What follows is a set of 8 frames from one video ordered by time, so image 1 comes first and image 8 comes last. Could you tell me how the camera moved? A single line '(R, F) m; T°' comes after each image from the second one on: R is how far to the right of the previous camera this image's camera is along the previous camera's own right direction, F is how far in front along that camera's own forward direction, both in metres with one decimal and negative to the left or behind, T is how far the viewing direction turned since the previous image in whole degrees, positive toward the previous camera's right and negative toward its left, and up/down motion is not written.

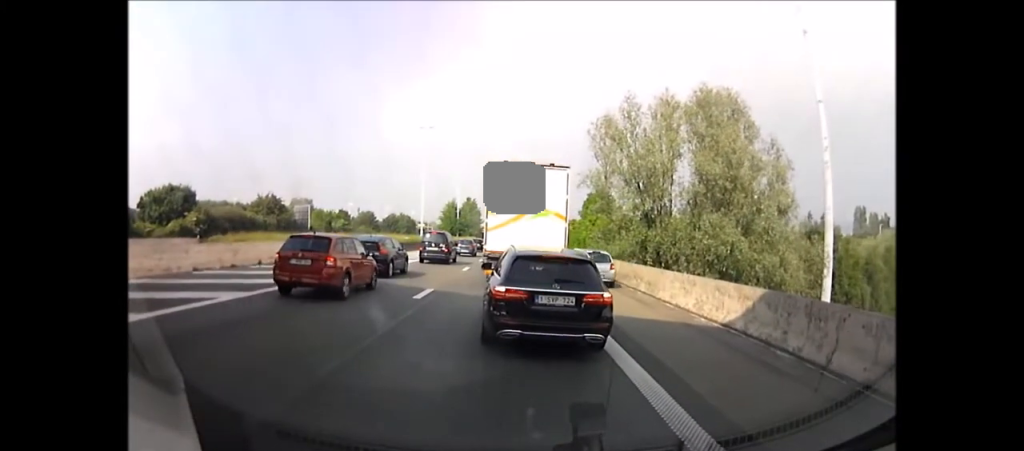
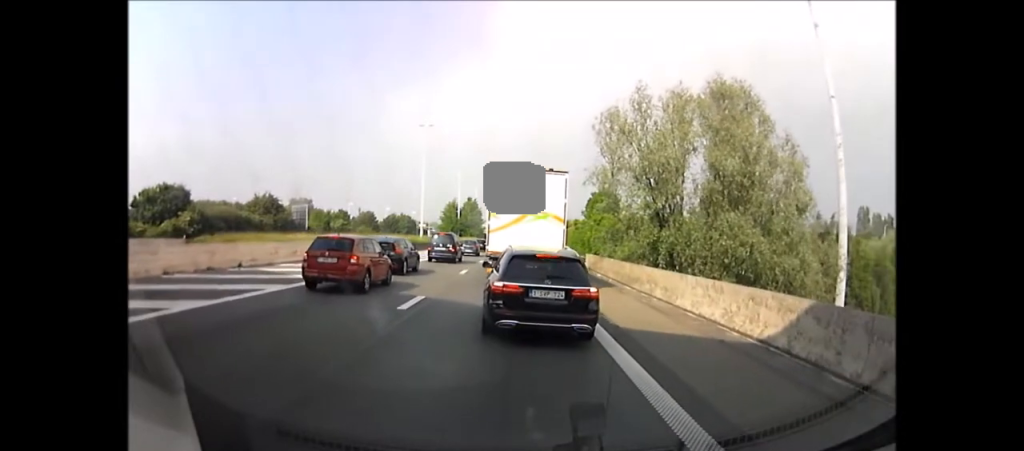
(0.0, +1.8) m; -2°
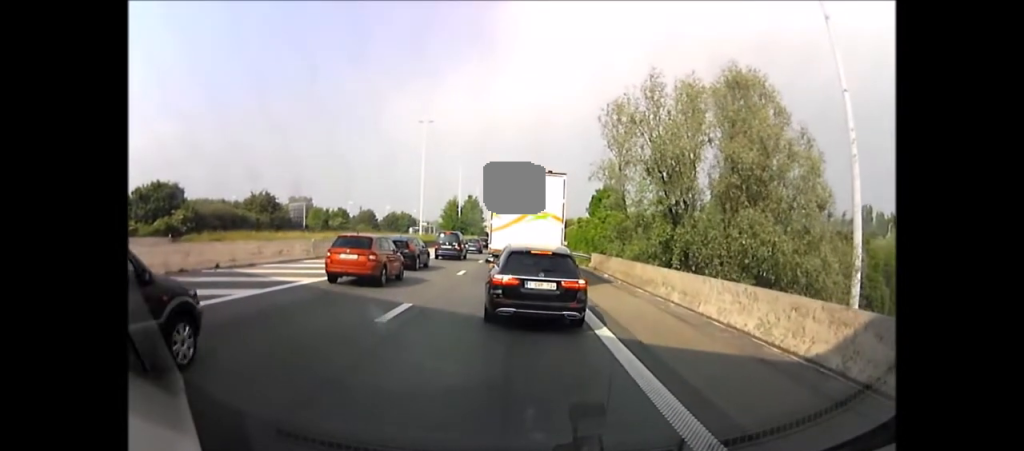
(-0.1, +1.9) m; -3°
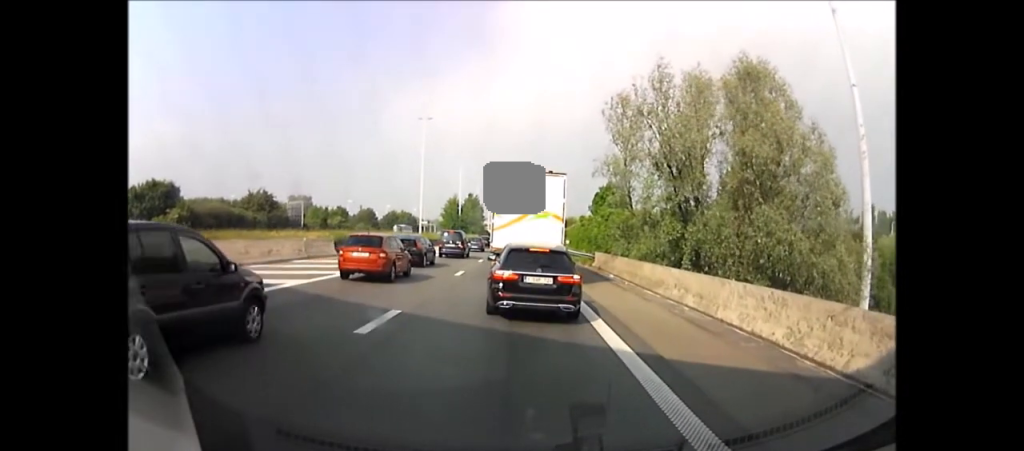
(-0.1, +1.4) m; 0°
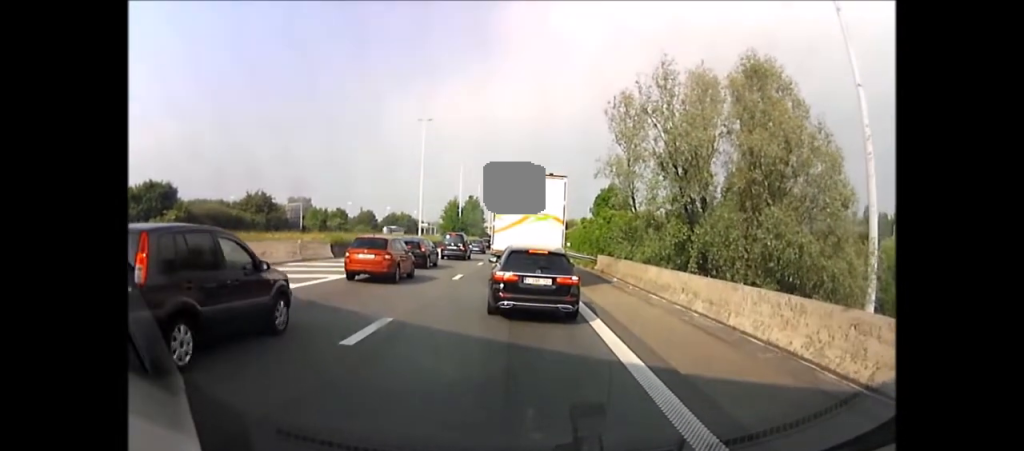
(+0.1, +0.9) m; +1°
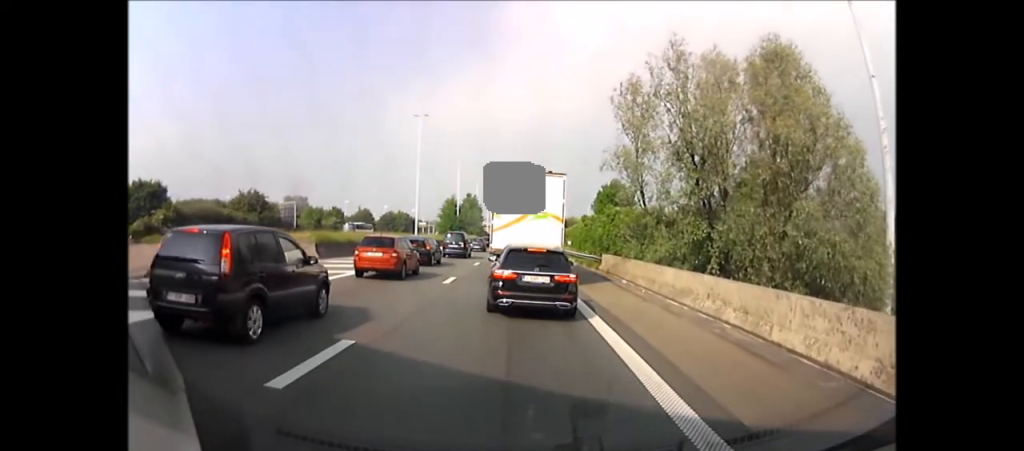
(0.0, +2.2) m; +1°
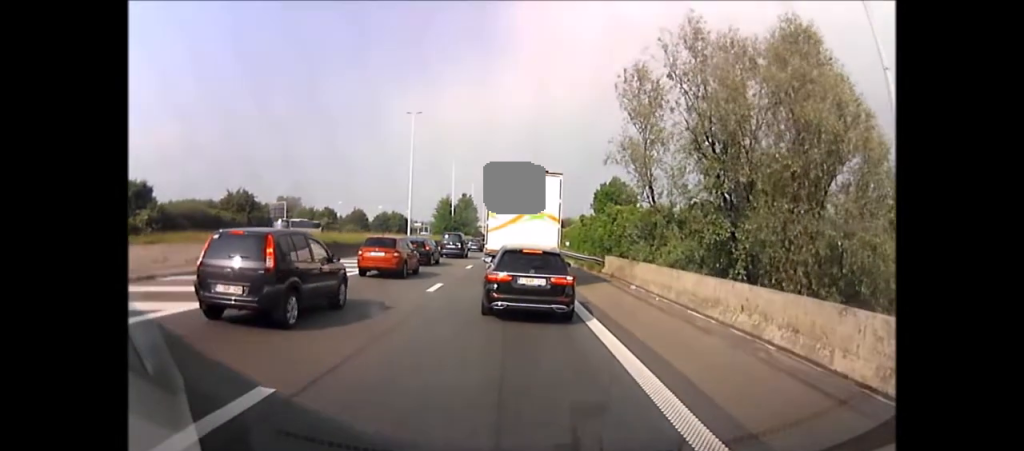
(0.0, +2.4) m; -1°
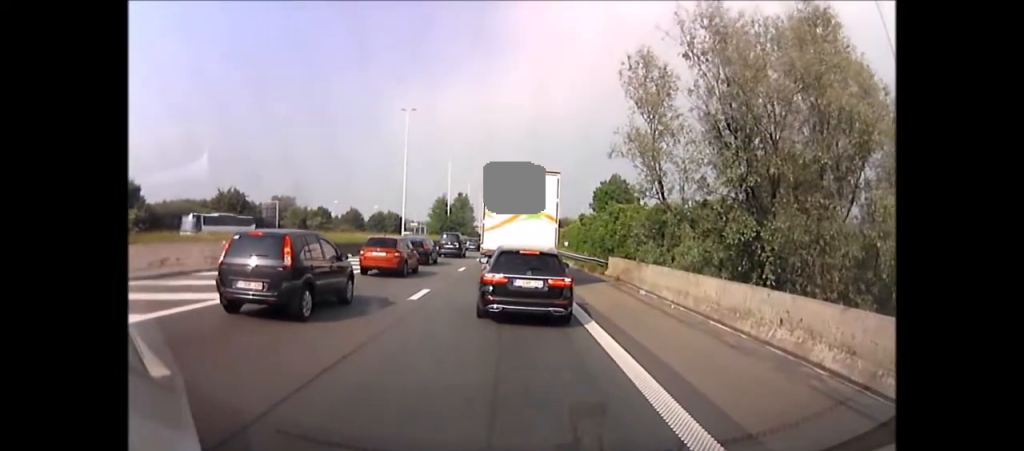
(0.0, +2.0) m; 0°
